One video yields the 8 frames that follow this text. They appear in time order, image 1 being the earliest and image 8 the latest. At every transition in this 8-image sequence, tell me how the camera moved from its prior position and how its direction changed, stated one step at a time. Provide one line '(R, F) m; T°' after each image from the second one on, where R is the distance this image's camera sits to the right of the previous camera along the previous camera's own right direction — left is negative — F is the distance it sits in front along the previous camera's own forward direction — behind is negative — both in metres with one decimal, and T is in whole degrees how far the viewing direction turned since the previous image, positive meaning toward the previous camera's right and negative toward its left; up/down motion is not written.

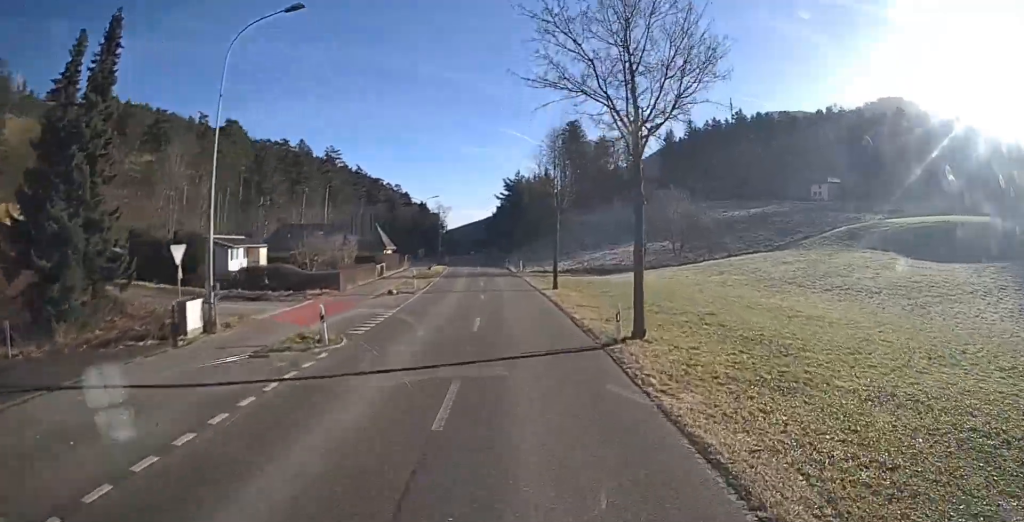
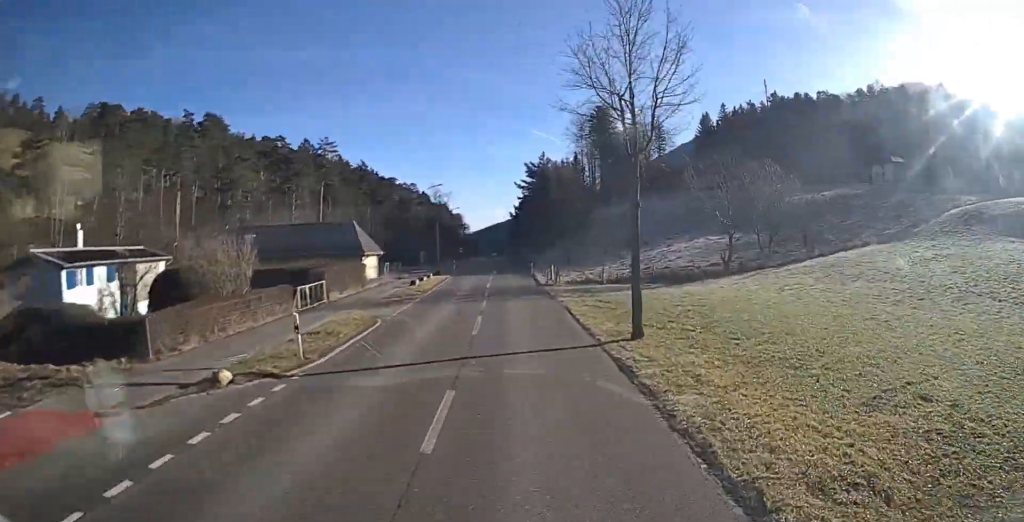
(-0.4, +18.4) m; -3°
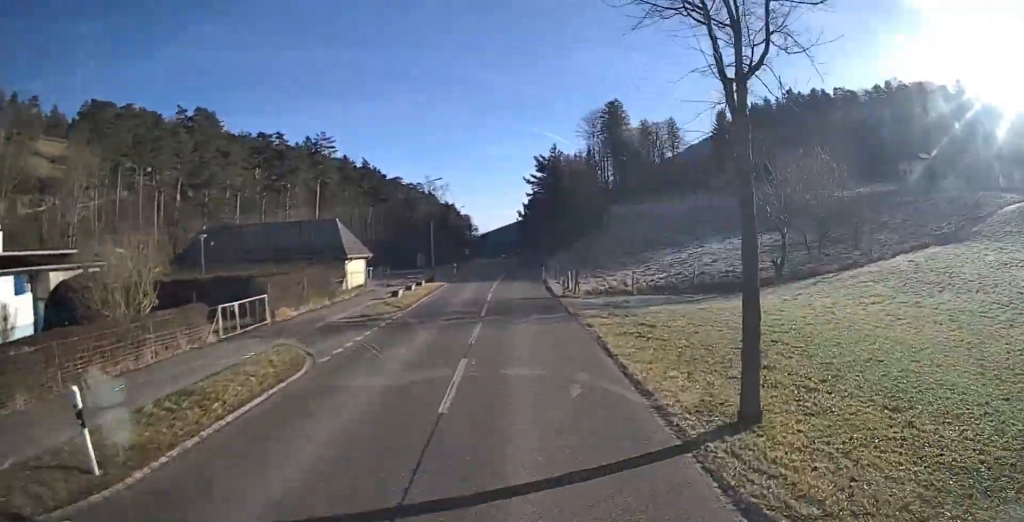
(-0.1, +7.1) m; -2°
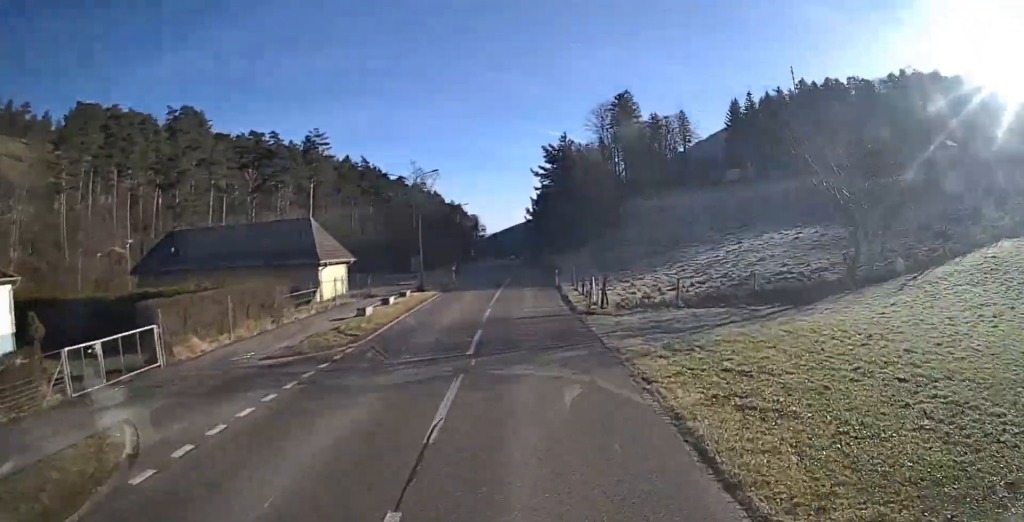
(-0.3, +7.2) m; -2°
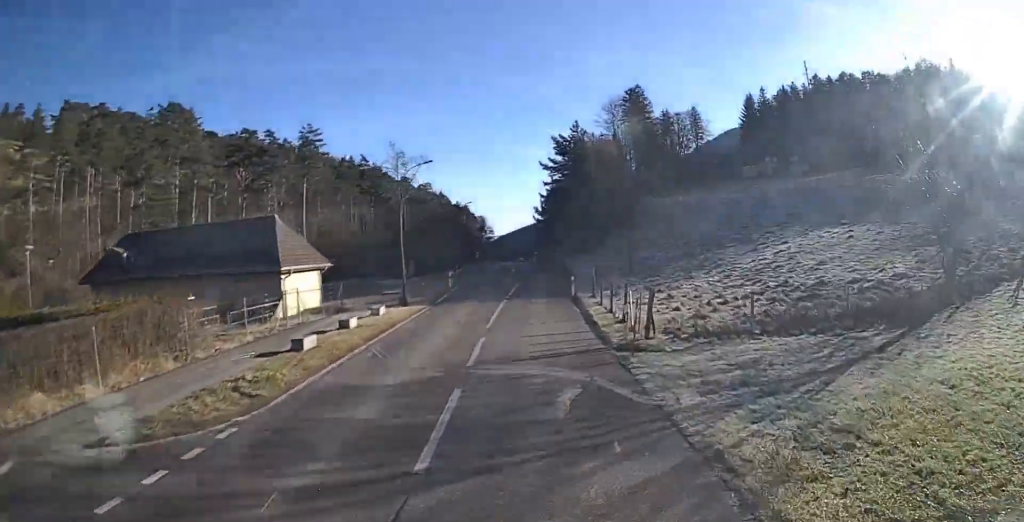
(-0.1, +6.8) m; 0°
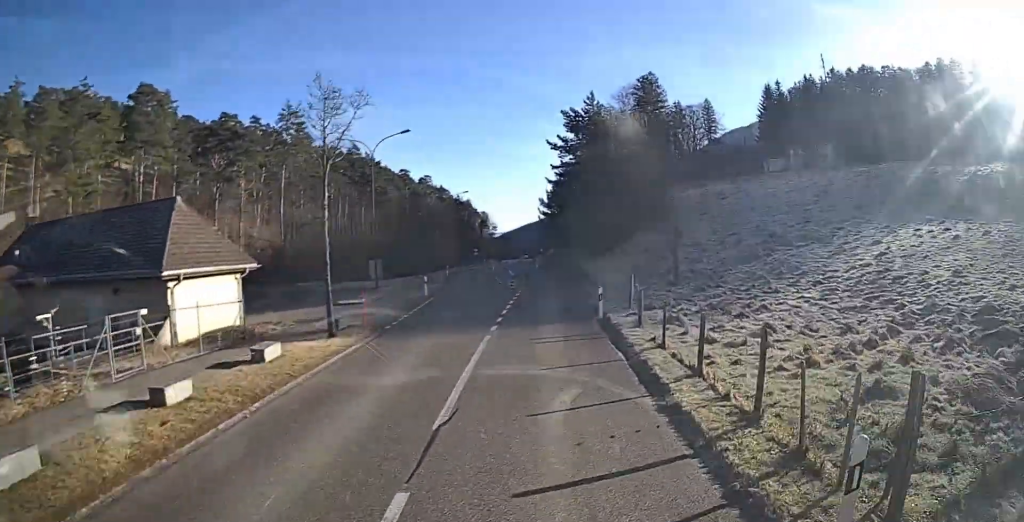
(0.0, +10.4) m; +1°
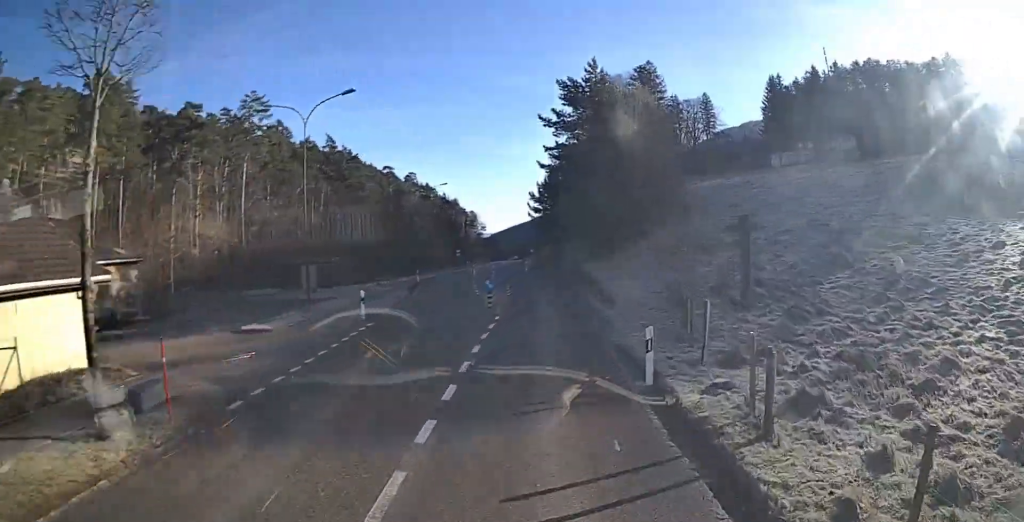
(+0.2, +9.6) m; -1°
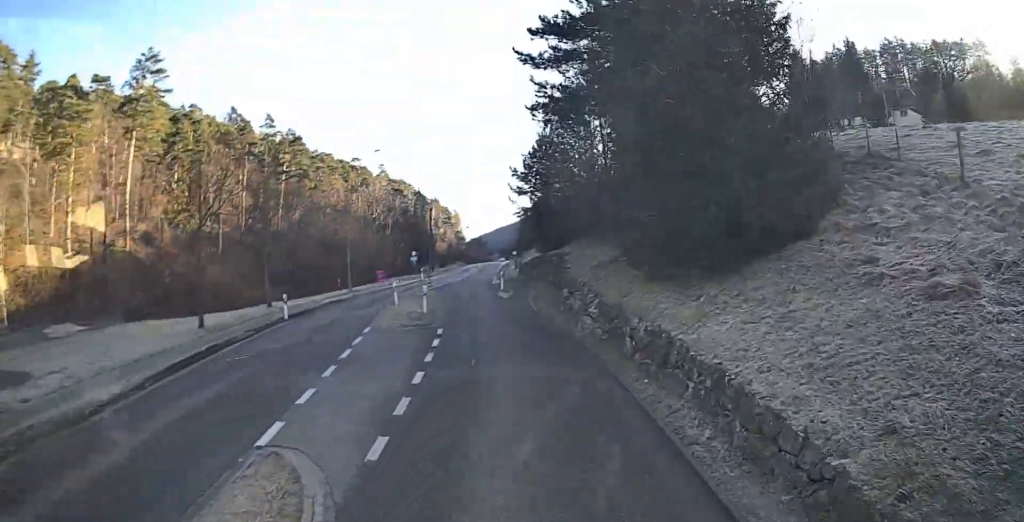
(-0.3, +22.5) m; +1°
